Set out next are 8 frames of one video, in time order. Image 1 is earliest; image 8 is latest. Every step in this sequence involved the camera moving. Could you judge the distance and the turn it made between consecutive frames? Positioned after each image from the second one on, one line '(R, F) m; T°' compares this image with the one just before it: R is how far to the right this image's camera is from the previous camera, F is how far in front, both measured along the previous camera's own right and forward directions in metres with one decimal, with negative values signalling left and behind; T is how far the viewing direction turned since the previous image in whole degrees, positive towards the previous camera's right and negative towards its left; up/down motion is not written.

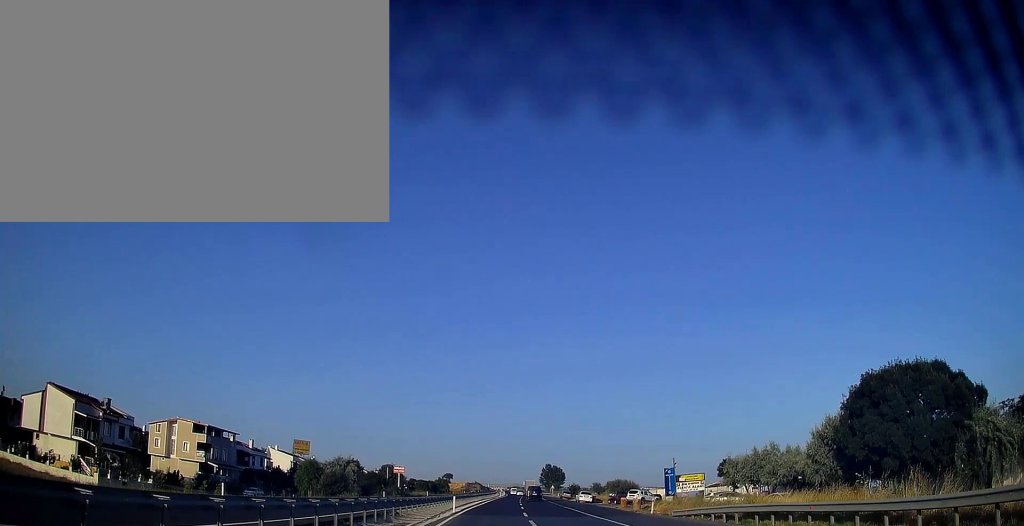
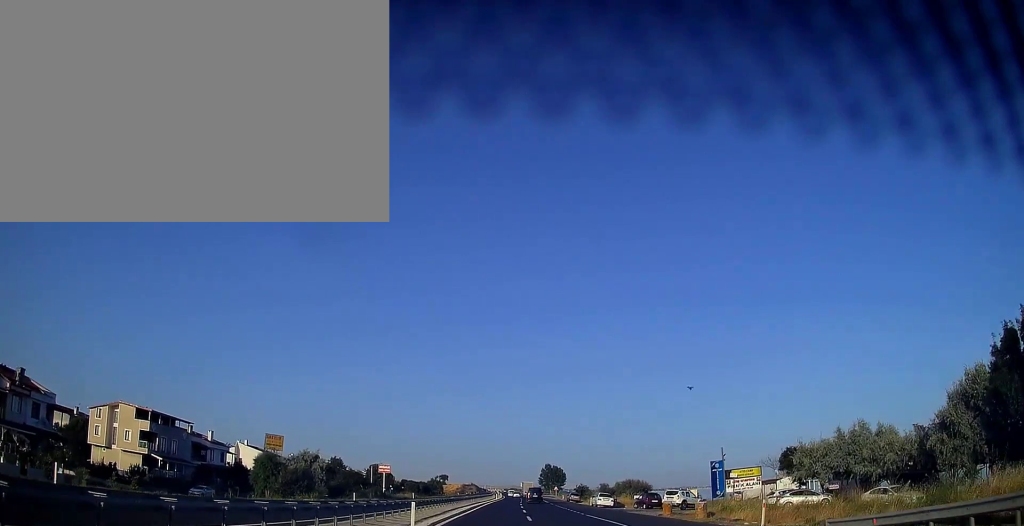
(0.0, +15.6) m; 0°
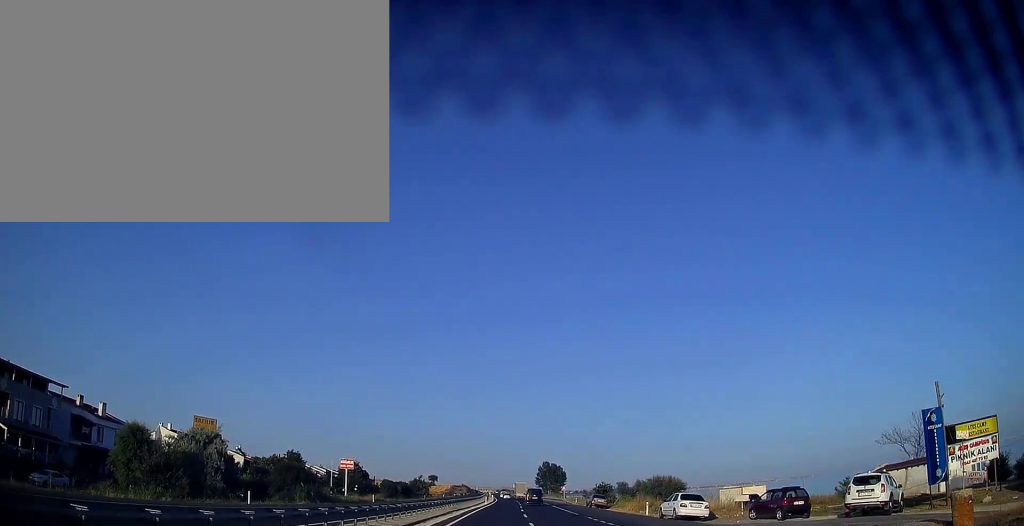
(+0.2, +28.0) m; +1°
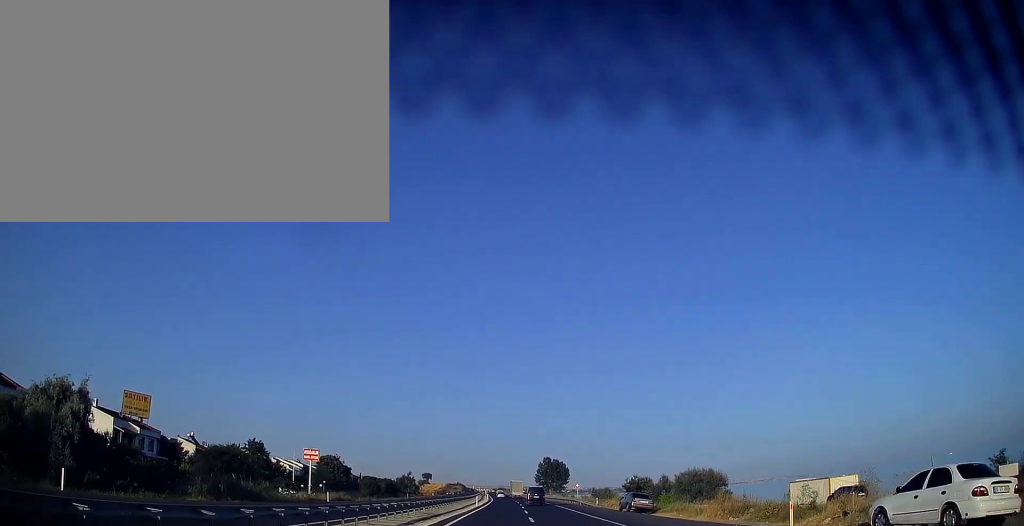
(+0.1, +19.7) m; 0°
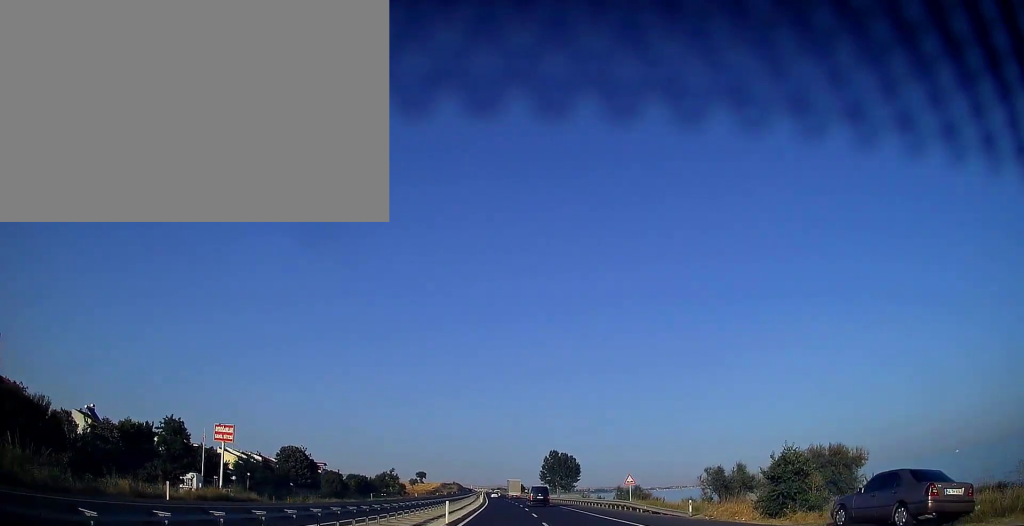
(0.0, +30.0) m; 0°
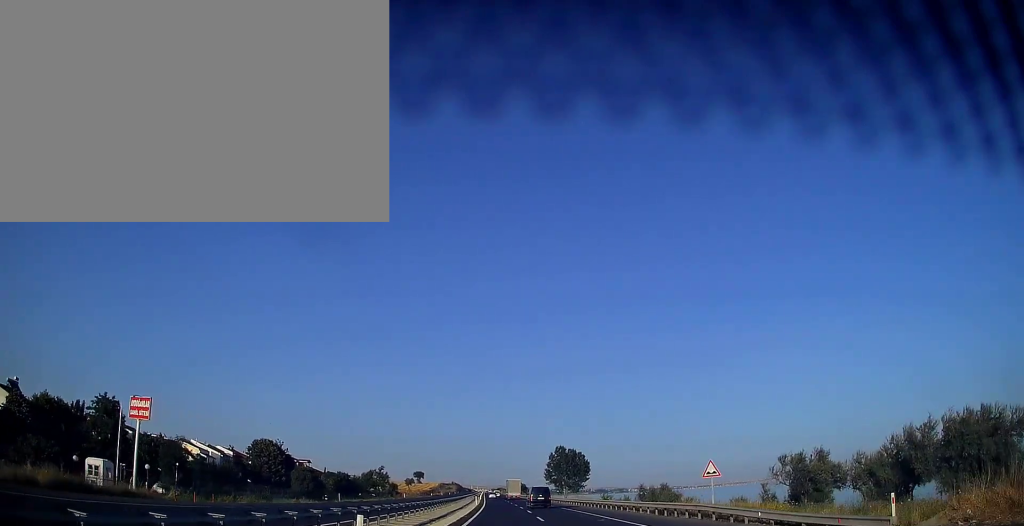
(0.0, +16.6) m; 0°
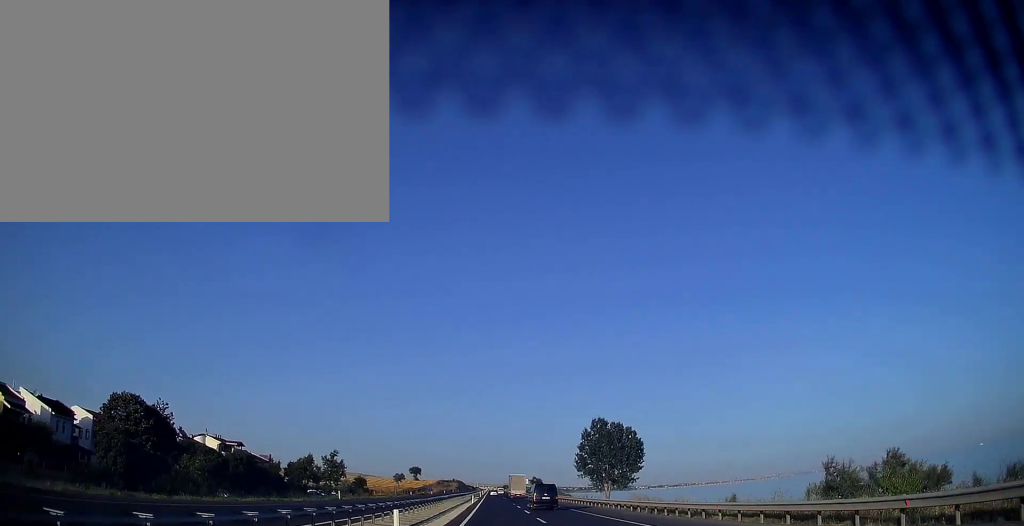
(-0.3, +51.1) m; 0°
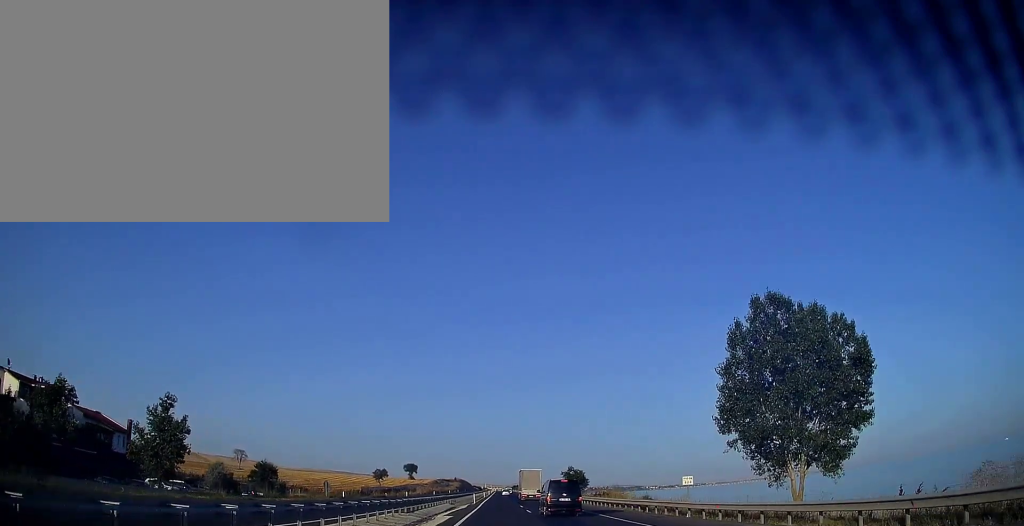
(0.0, +60.6) m; 0°
